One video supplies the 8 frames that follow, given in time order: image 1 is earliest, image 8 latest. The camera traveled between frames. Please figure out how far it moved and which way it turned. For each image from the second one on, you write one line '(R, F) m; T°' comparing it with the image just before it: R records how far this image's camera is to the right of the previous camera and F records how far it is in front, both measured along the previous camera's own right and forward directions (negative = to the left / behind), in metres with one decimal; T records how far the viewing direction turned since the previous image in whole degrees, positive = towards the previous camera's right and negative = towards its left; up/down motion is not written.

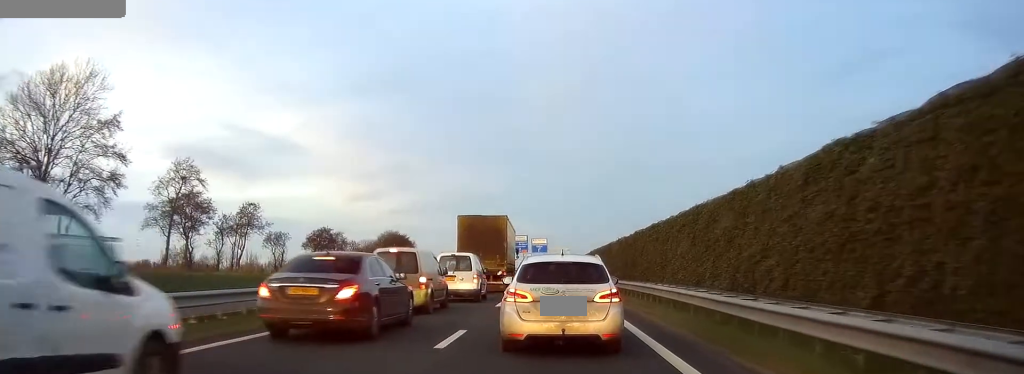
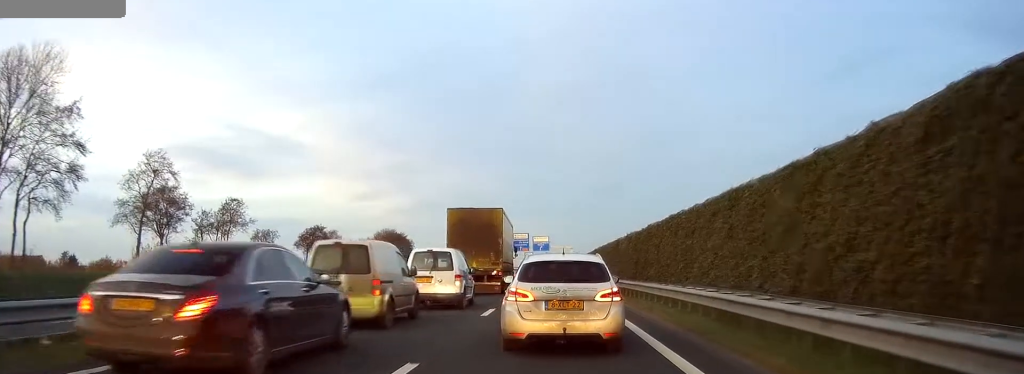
(-0.1, +5.3) m; 0°
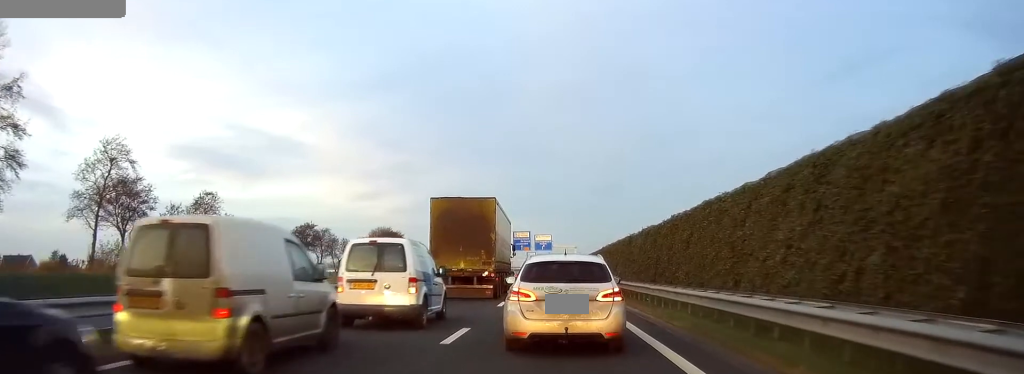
(0.0, +6.8) m; +1°
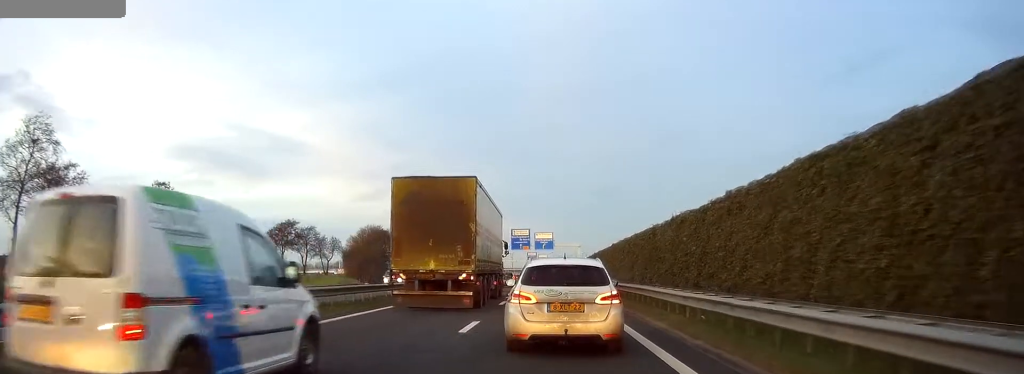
(+0.1, +9.7) m; +1°
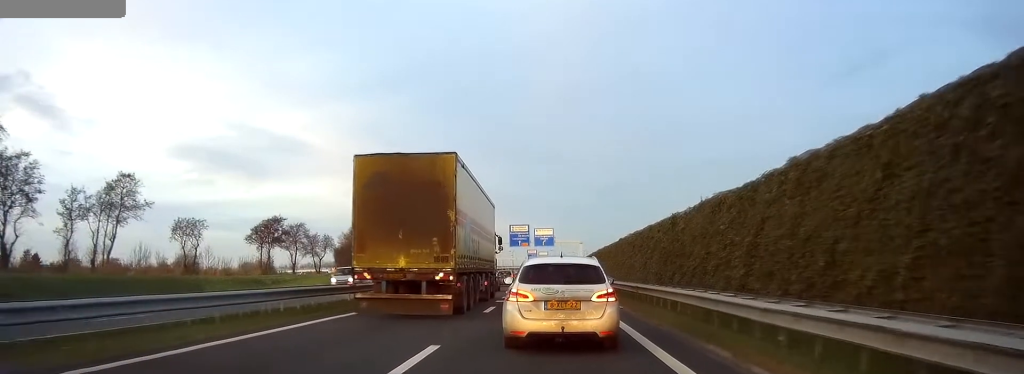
(+0.1, +5.8) m; 0°
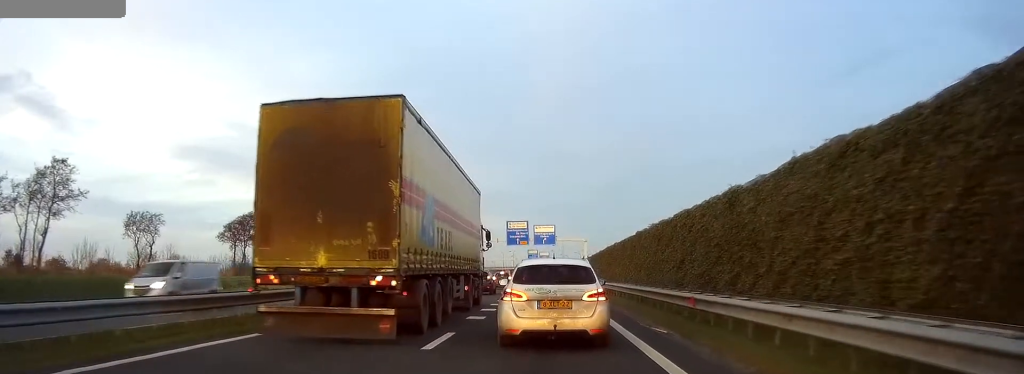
(-0.1, +9.5) m; 0°
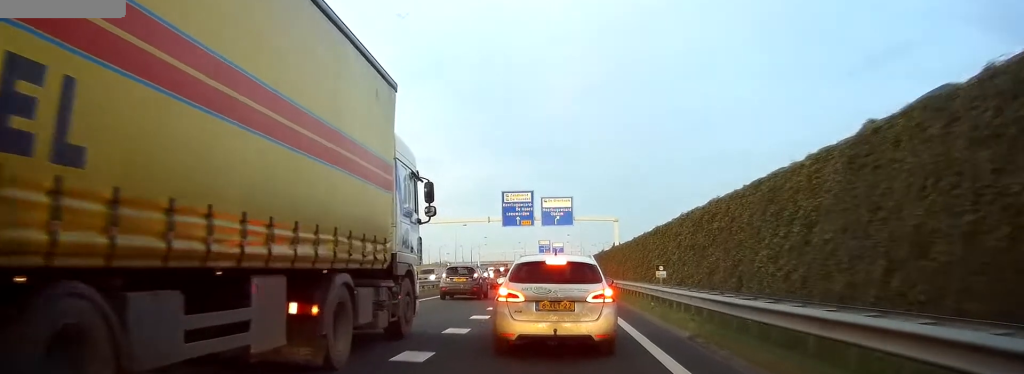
(-0.3, +28.1) m; -3°
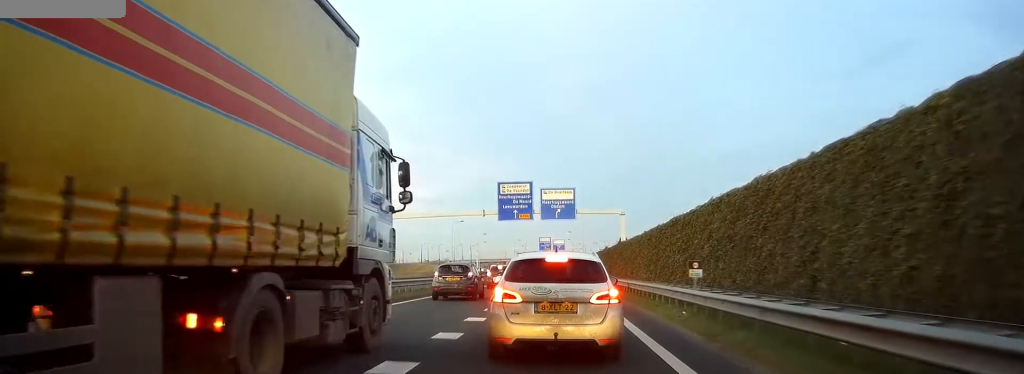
(-0.1, +5.2) m; -1°
